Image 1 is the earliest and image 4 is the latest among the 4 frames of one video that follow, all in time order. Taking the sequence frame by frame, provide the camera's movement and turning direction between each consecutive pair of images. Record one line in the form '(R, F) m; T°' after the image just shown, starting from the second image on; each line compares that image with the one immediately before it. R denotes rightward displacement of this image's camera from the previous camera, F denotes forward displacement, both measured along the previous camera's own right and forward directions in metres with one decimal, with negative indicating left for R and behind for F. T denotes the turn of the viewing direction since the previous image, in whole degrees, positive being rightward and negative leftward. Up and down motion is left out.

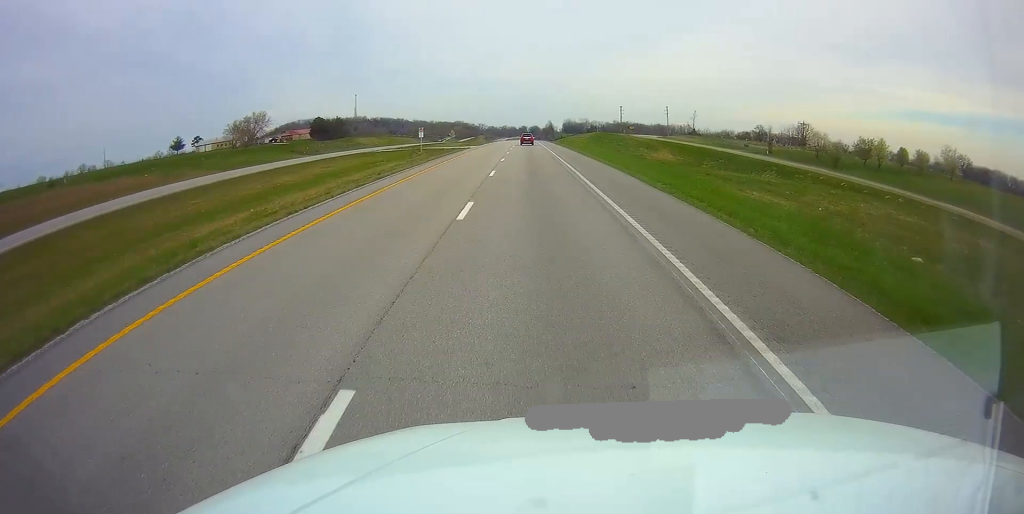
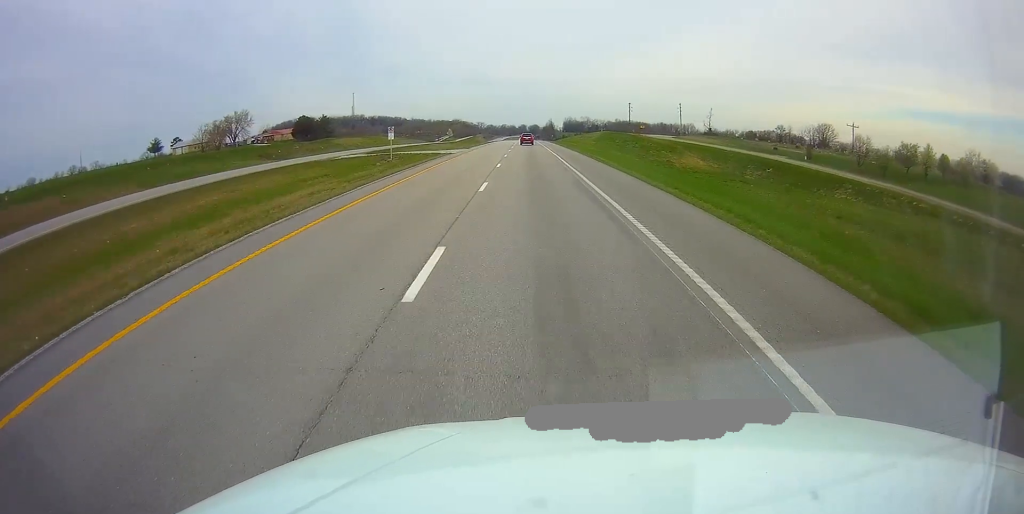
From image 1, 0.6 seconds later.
(0.0, +18.5) m; 0°
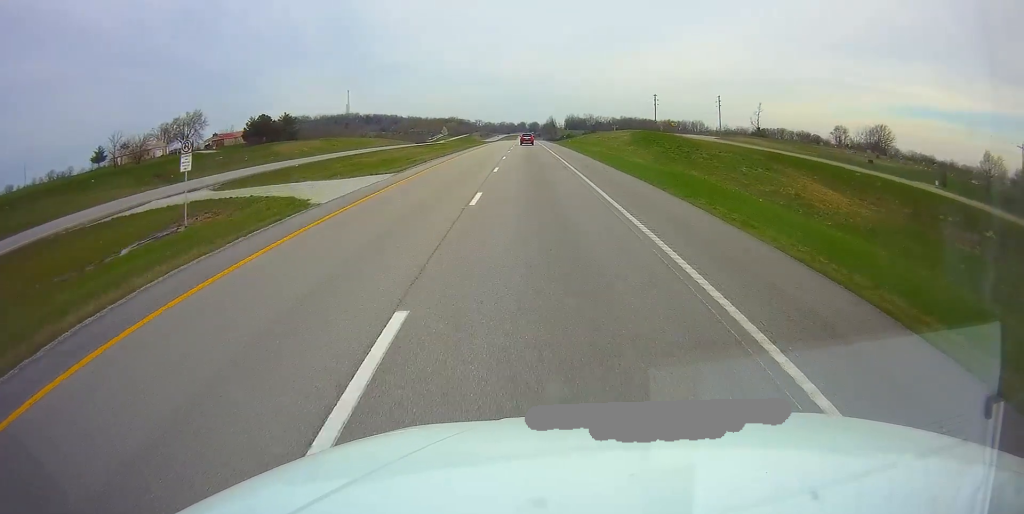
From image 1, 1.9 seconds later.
(-0.2, +40.3) m; 0°
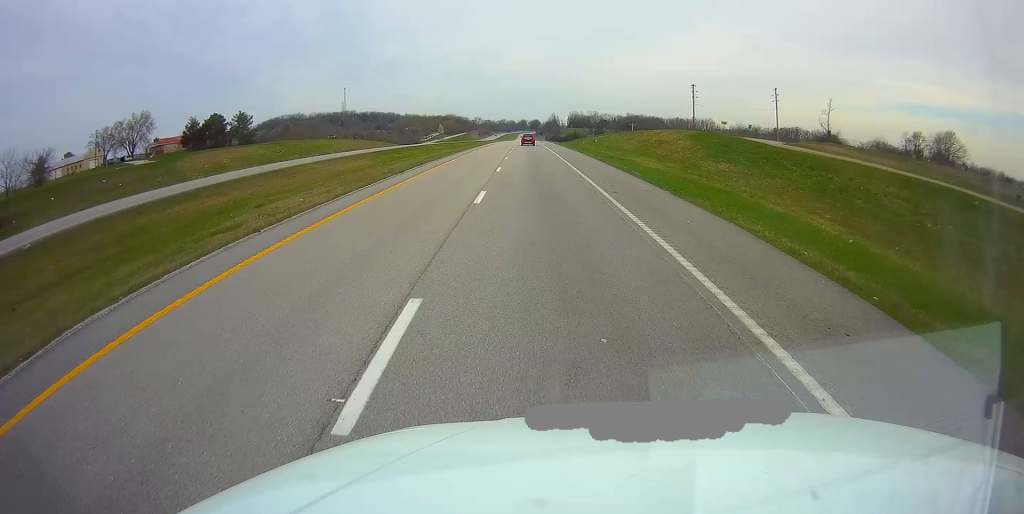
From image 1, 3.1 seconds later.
(+0.3, +36.2) m; 0°
